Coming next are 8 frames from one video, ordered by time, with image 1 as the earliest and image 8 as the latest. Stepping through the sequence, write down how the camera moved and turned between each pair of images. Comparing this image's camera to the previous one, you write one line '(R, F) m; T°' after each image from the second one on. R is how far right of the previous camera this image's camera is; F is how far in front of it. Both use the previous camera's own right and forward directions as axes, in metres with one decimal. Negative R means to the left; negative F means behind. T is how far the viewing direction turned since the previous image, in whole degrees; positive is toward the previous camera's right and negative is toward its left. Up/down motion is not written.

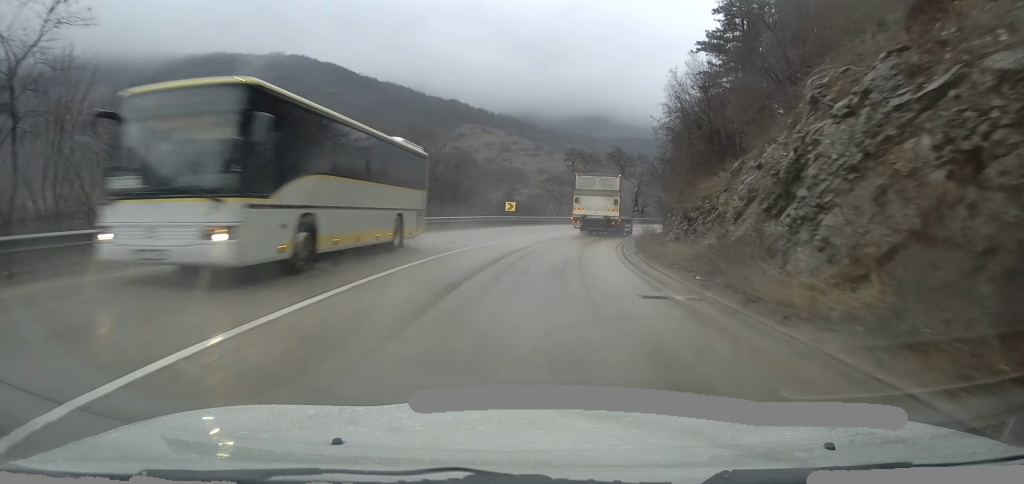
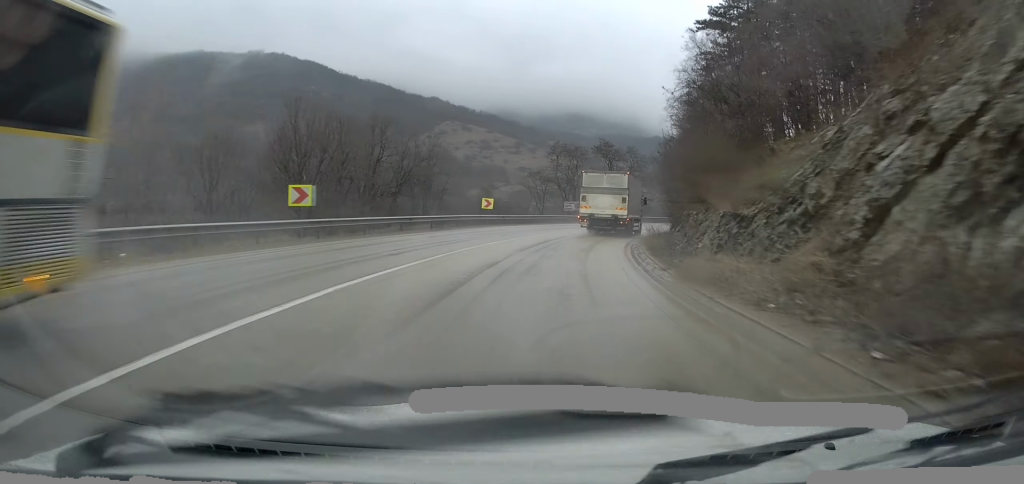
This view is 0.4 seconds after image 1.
(+0.1, +6.6) m; +2°
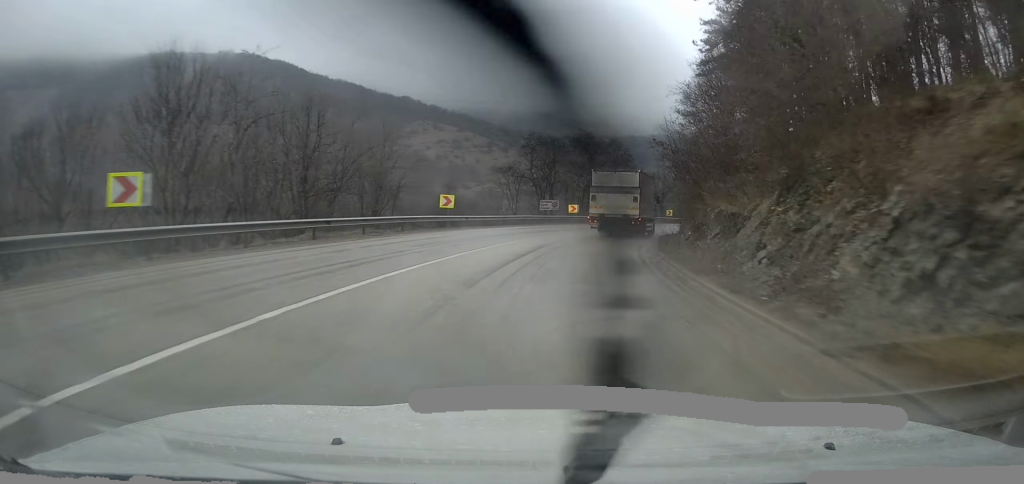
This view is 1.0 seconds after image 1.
(+0.1, +8.6) m; +4°
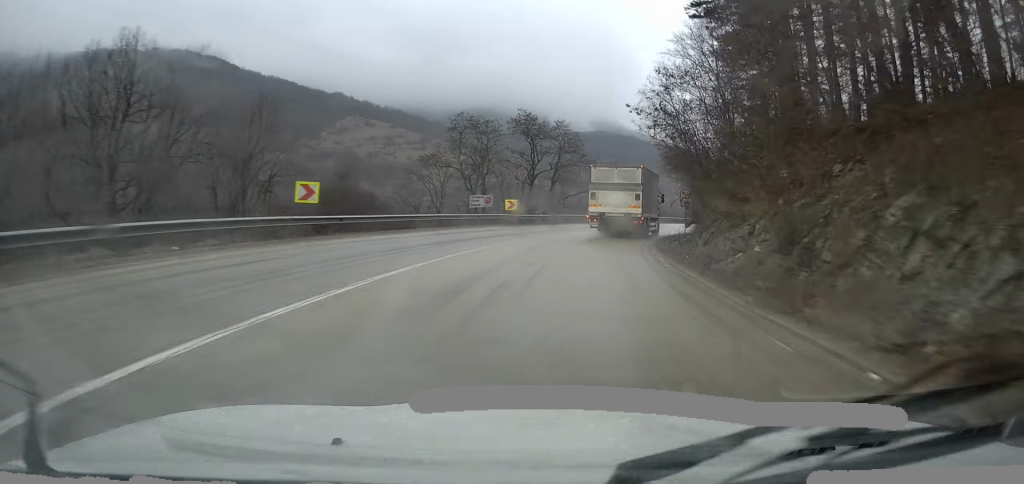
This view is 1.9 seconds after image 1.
(+0.9, +13.6) m; +6°
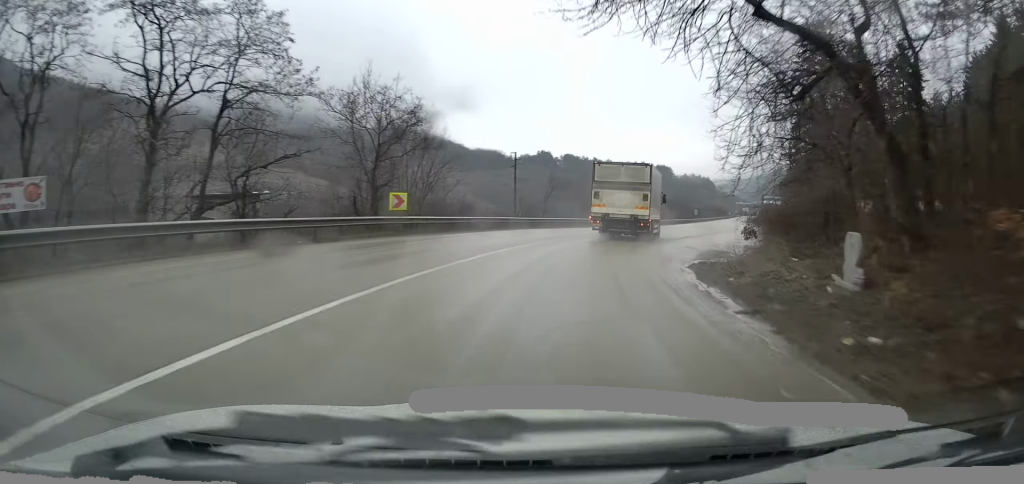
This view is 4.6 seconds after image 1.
(+5.3, +39.1) m; +16°
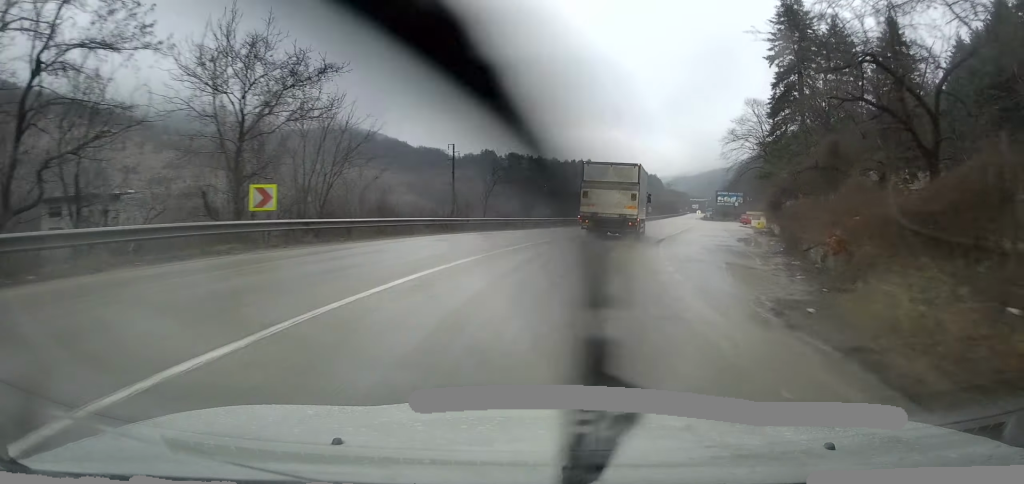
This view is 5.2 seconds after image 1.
(-0.1, +8.8) m; +4°
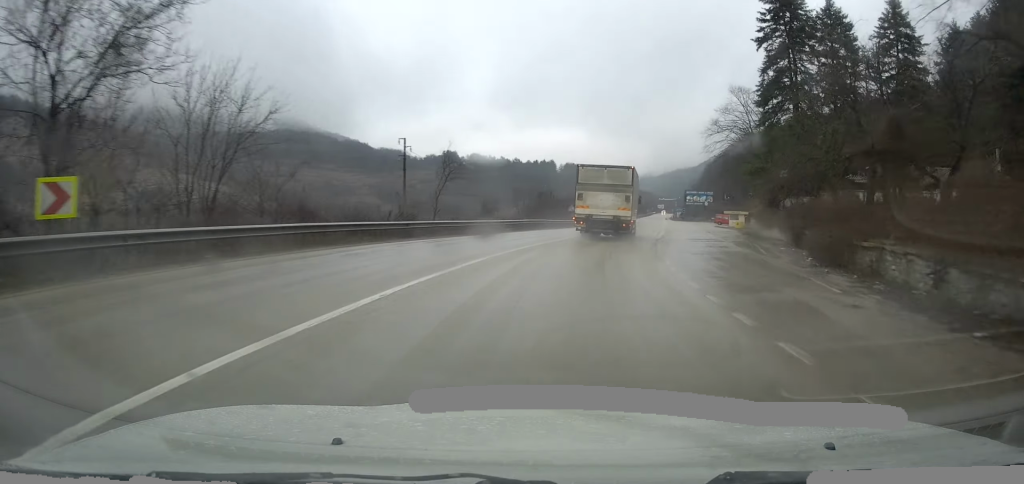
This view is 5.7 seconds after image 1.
(+0.6, +7.3) m; +4°
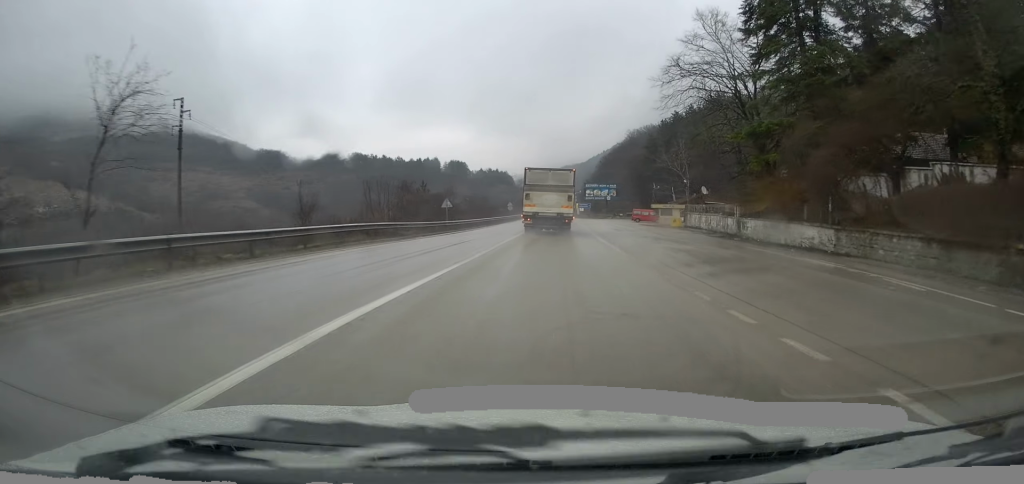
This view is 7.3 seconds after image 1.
(+2.8, +24.1) m; +13°
